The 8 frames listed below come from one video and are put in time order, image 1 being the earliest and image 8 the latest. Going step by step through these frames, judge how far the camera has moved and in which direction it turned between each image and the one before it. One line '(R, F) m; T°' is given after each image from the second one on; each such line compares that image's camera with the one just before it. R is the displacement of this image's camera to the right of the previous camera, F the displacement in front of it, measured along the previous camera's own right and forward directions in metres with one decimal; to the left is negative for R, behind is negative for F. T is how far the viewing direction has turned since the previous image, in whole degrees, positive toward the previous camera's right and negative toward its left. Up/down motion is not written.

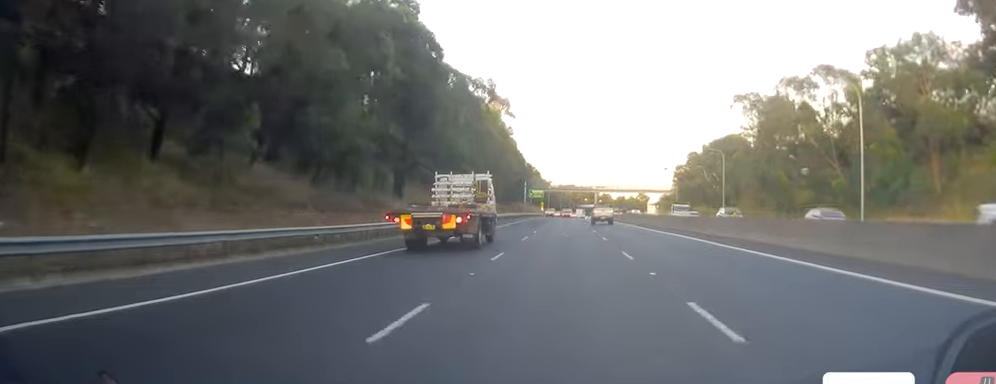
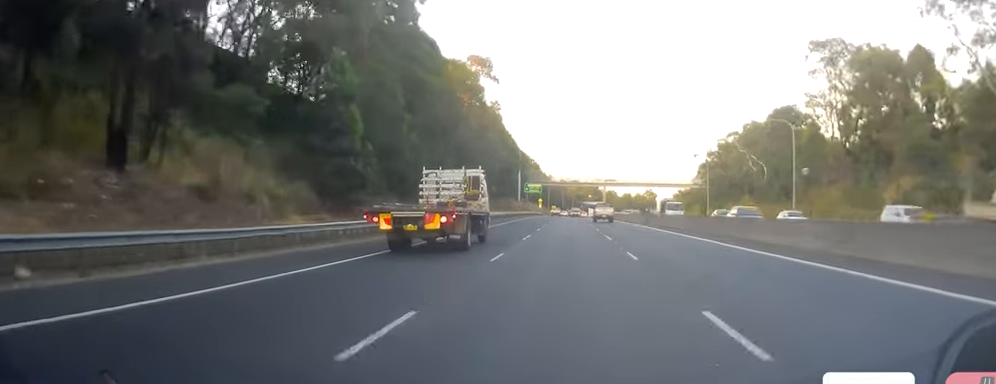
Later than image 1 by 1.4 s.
(0.0, +36.6) m; 0°
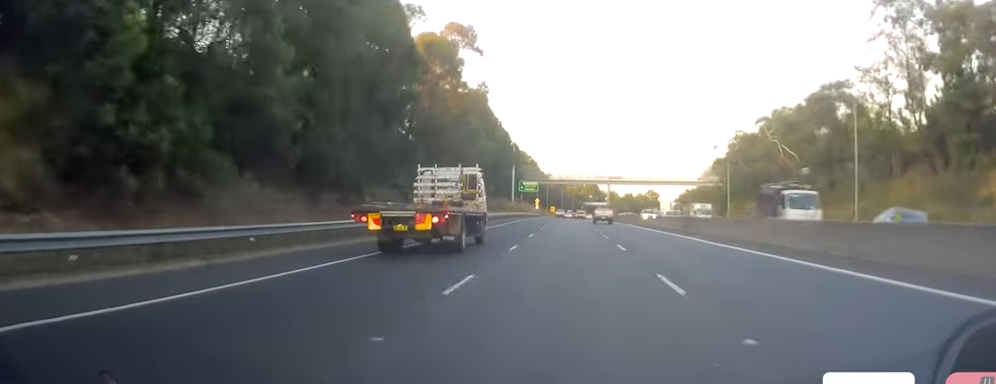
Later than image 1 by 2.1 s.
(0.0, +18.7) m; 0°
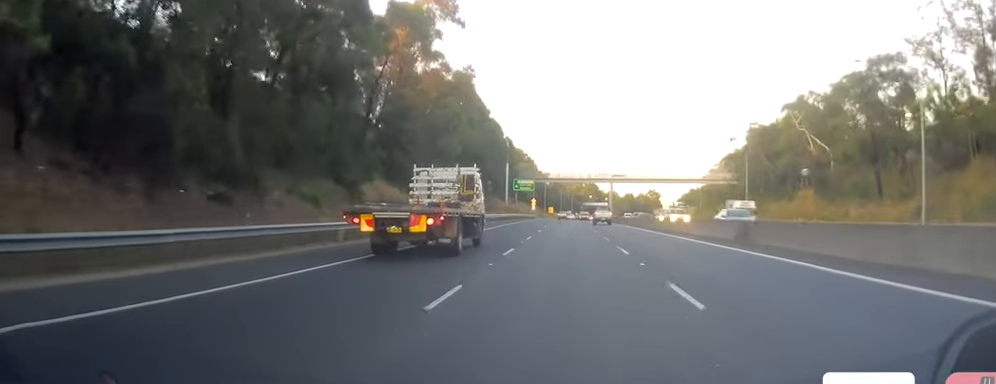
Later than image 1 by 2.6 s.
(0.0, +13.4) m; 0°
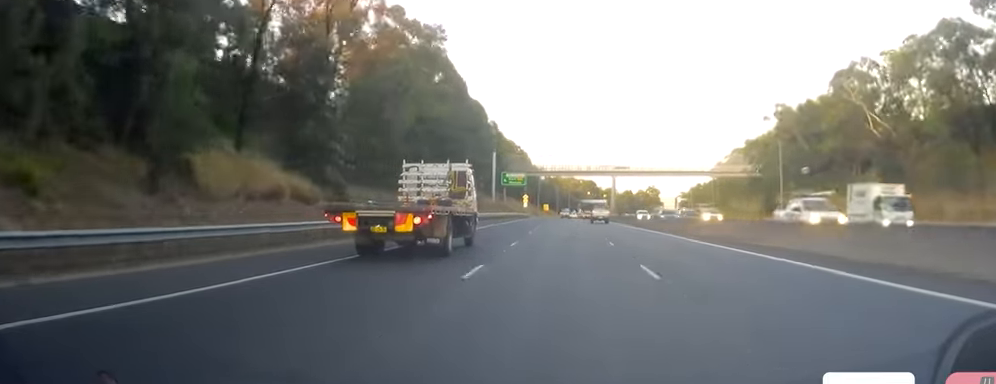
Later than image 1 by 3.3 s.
(-0.1, +19.5) m; 0°
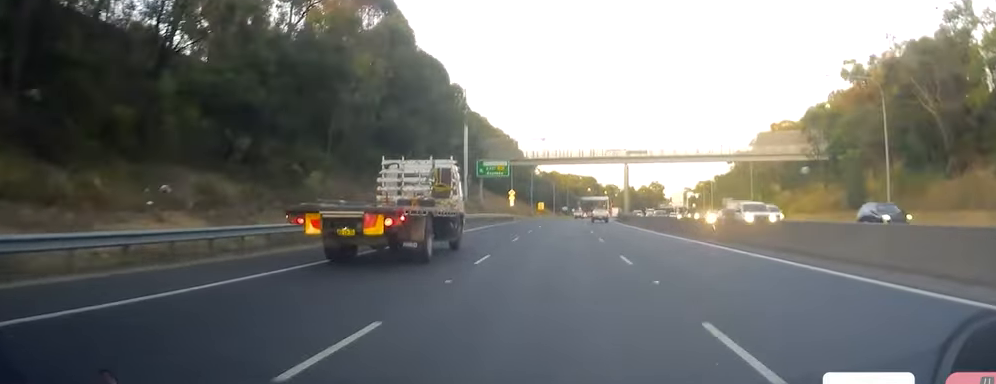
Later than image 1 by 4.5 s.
(0.0, +32.1) m; -1°
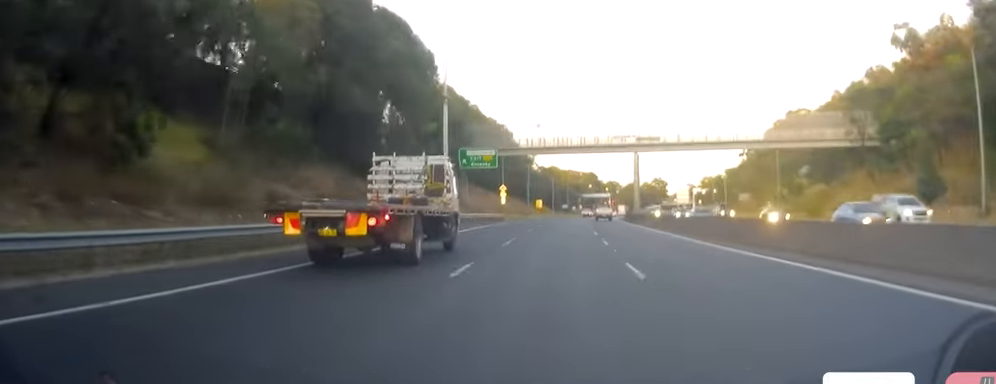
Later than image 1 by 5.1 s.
(-0.3, +15.1) m; 0°
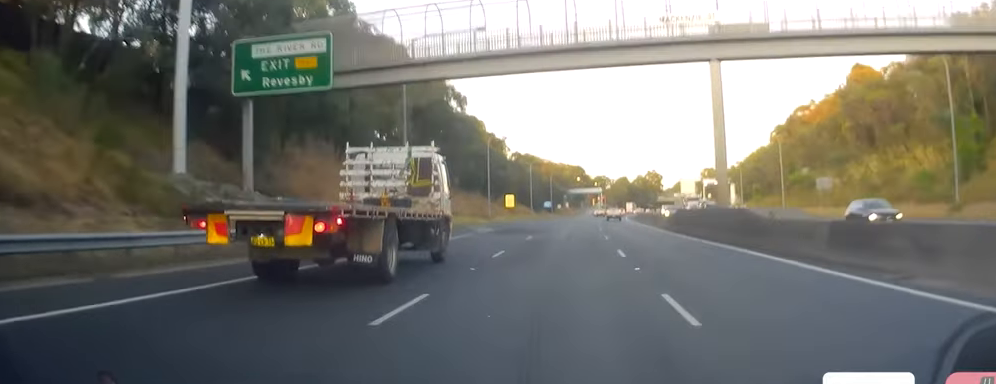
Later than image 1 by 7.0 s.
(+0.9, +52.9) m; +2°
